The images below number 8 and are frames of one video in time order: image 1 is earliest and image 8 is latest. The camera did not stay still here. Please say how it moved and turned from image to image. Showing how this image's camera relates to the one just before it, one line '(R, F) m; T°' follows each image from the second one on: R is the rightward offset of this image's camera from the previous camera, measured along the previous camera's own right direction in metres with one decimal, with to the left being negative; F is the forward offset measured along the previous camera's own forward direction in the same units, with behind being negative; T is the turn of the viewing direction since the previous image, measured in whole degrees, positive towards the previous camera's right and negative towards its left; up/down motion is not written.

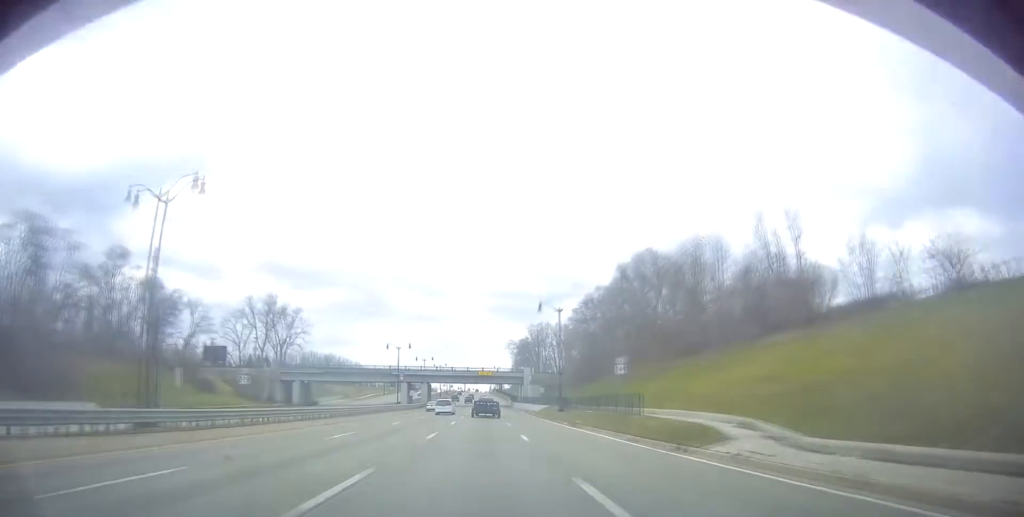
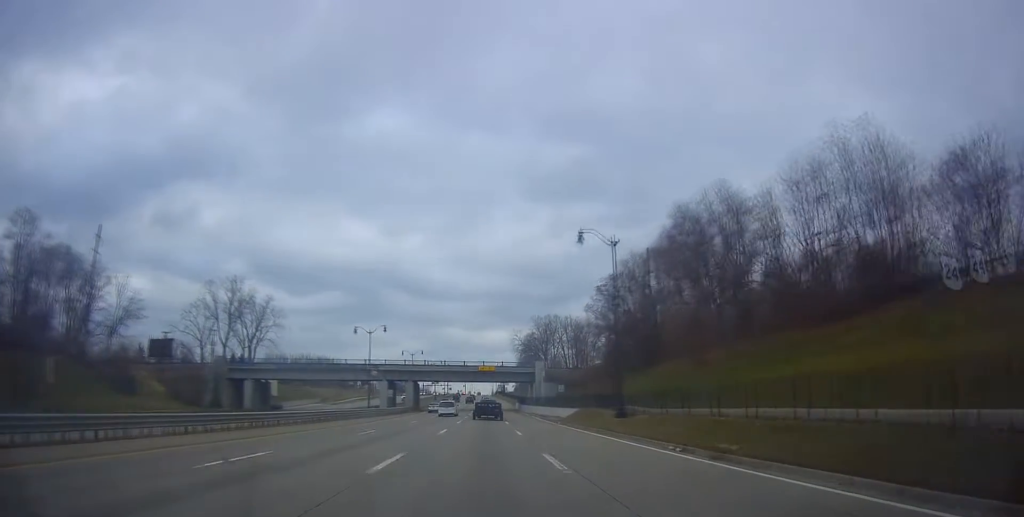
(+0.1, +24.8) m; 0°
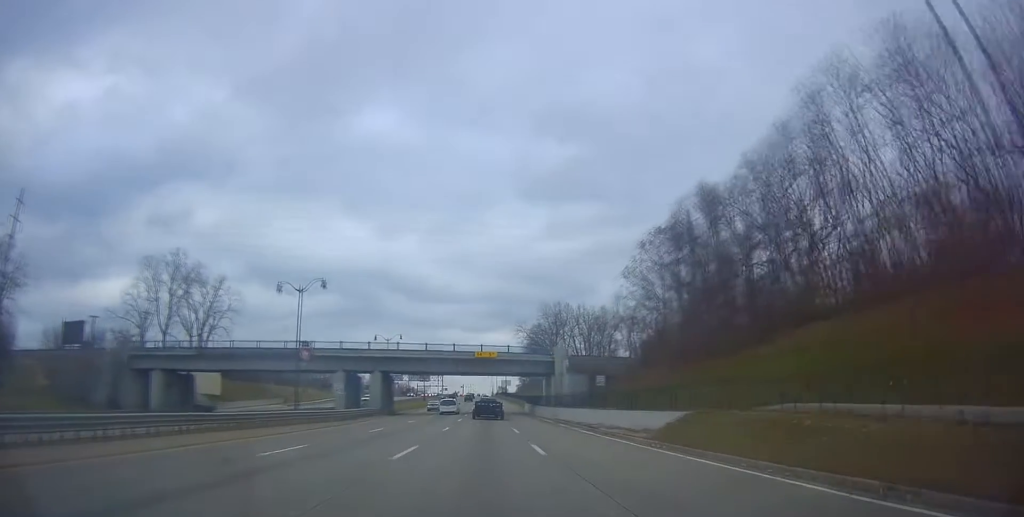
(0.0, +28.0) m; -1°
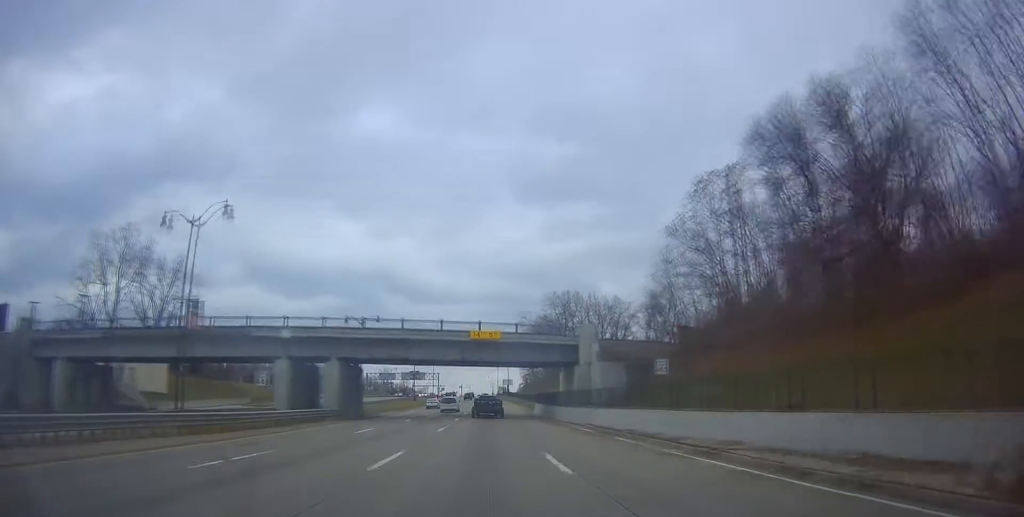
(0.0, +18.5) m; -2°
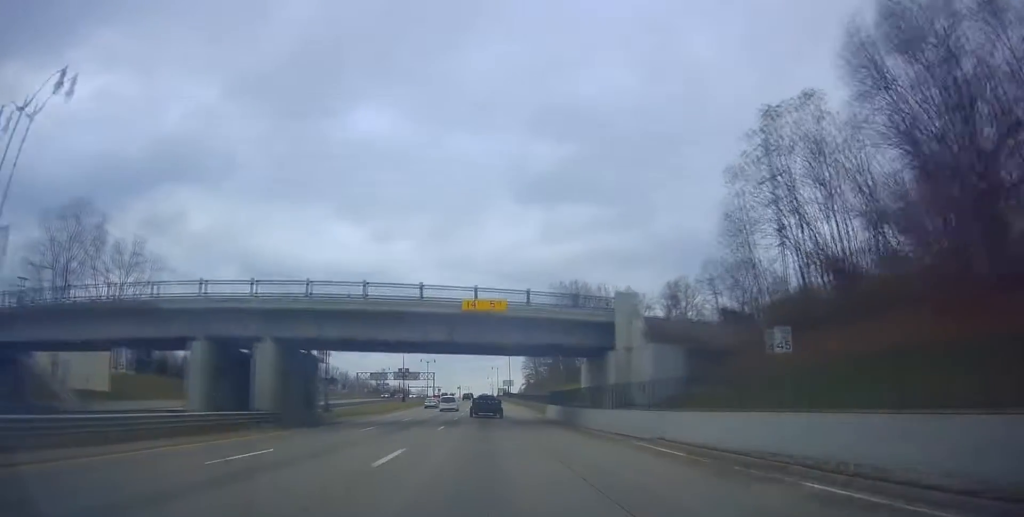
(-0.5, +14.8) m; 0°
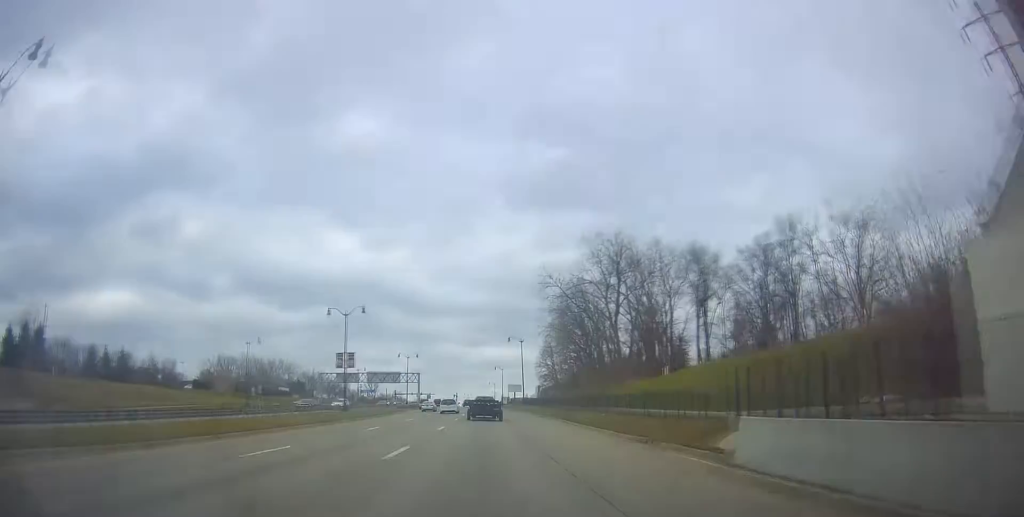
(+0.6, +44.6) m; +1°
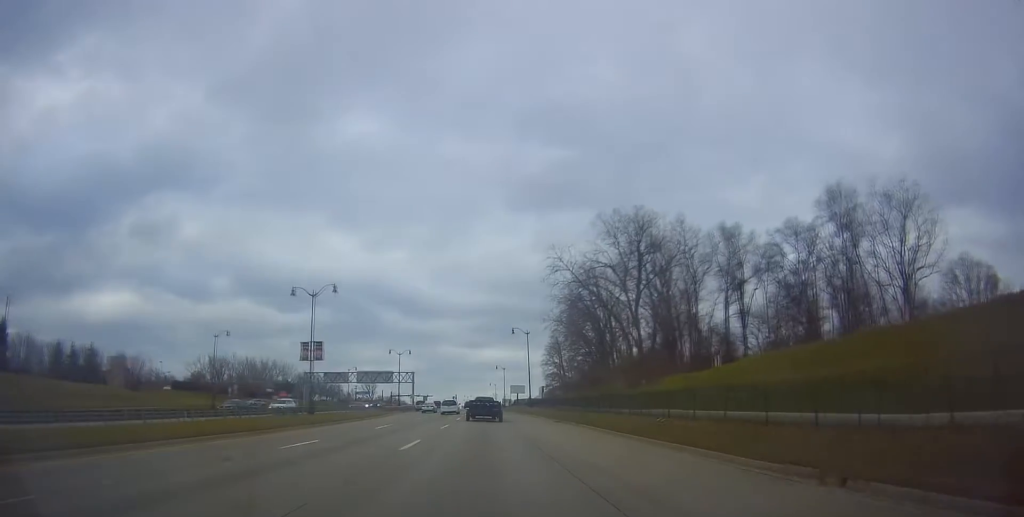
(+0.1, +12.2) m; 0°
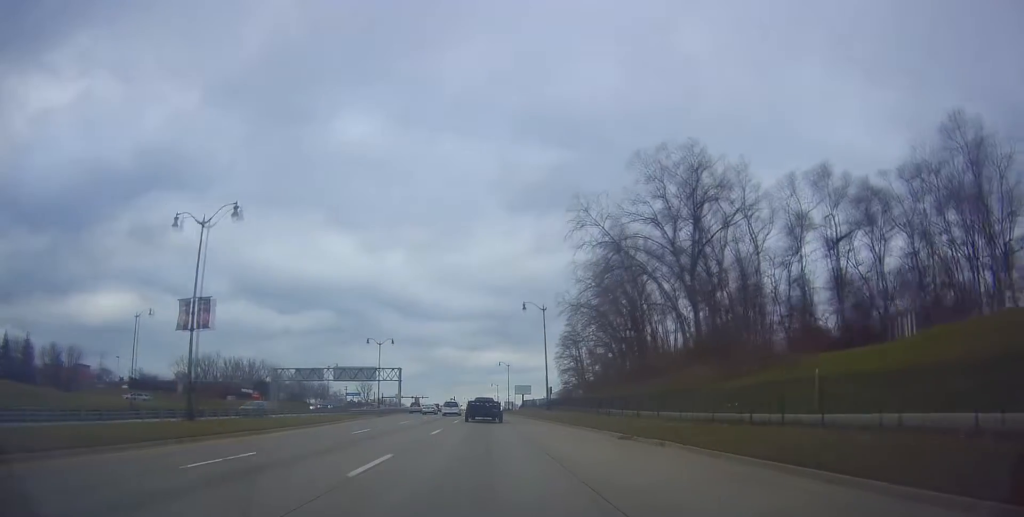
(0.0, +21.0) m; -1°
